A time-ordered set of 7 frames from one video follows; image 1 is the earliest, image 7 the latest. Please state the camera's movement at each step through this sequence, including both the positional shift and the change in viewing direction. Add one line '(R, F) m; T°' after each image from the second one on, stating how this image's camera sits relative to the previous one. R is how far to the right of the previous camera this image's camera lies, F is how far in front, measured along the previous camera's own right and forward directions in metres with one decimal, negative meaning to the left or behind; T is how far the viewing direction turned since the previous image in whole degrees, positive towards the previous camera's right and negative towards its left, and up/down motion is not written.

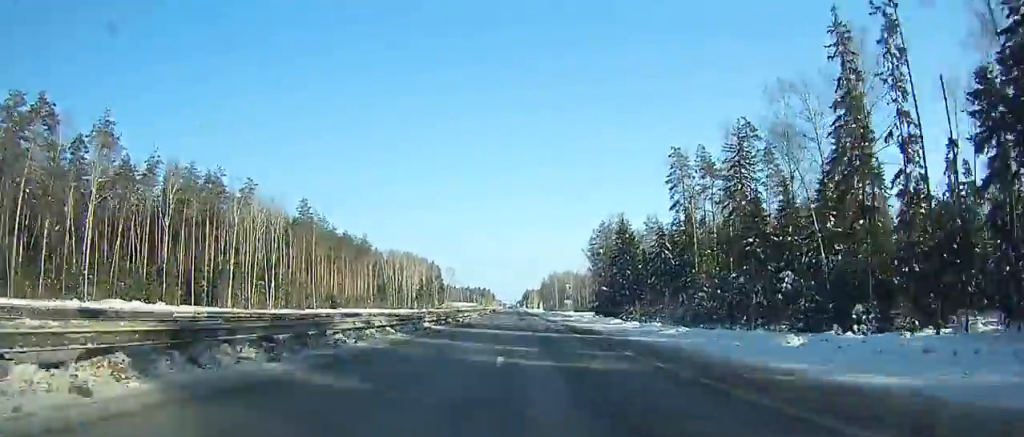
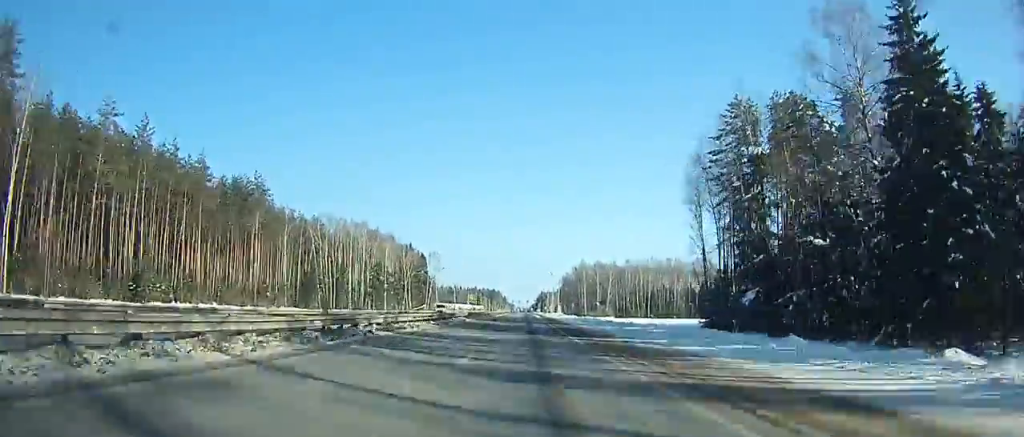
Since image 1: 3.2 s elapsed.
(-0.4, +95.5) m; 0°
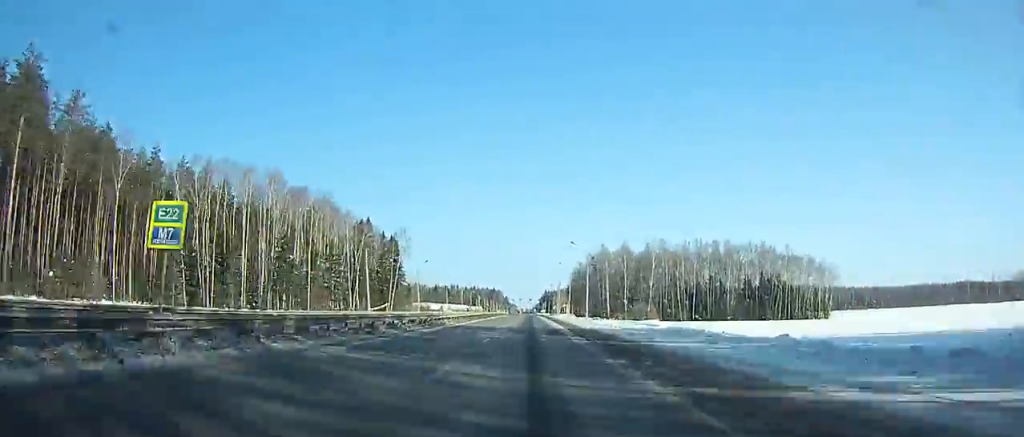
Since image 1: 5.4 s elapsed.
(0.0, +63.3) m; 0°
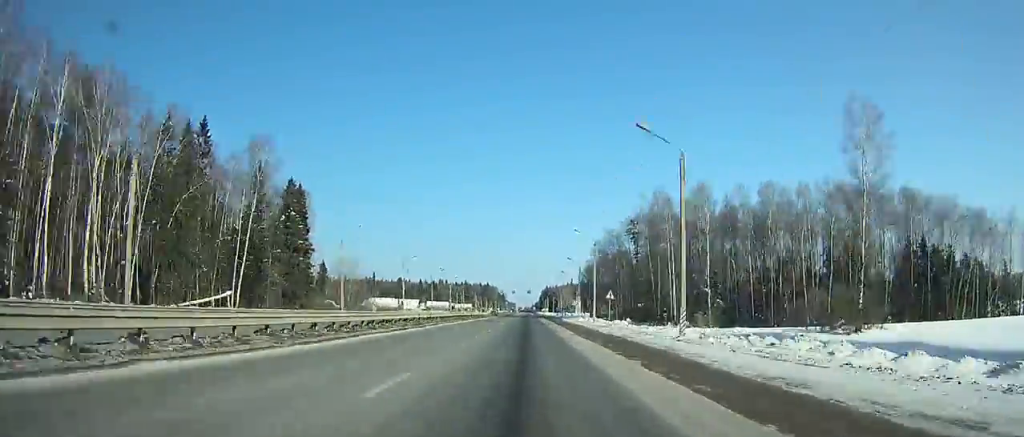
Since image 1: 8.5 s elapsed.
(+0.3, +86.3) m; 0°
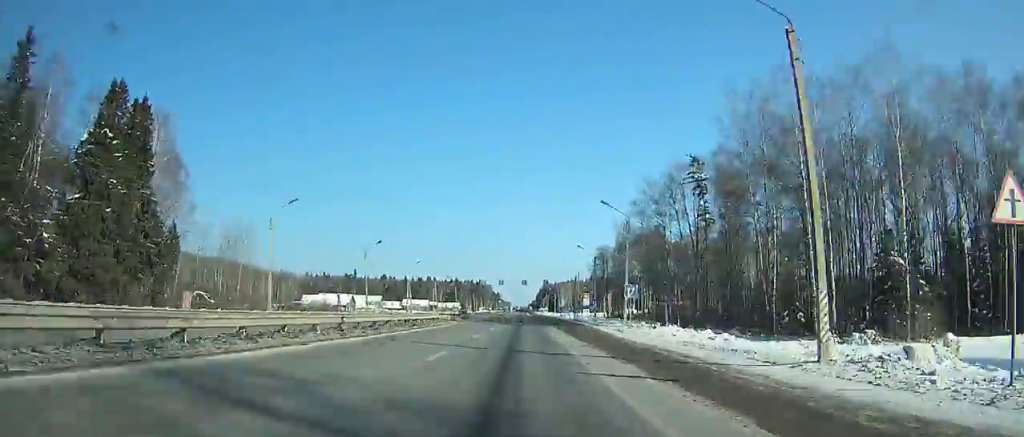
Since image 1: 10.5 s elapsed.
(-0.1, +53.5) m; 0°
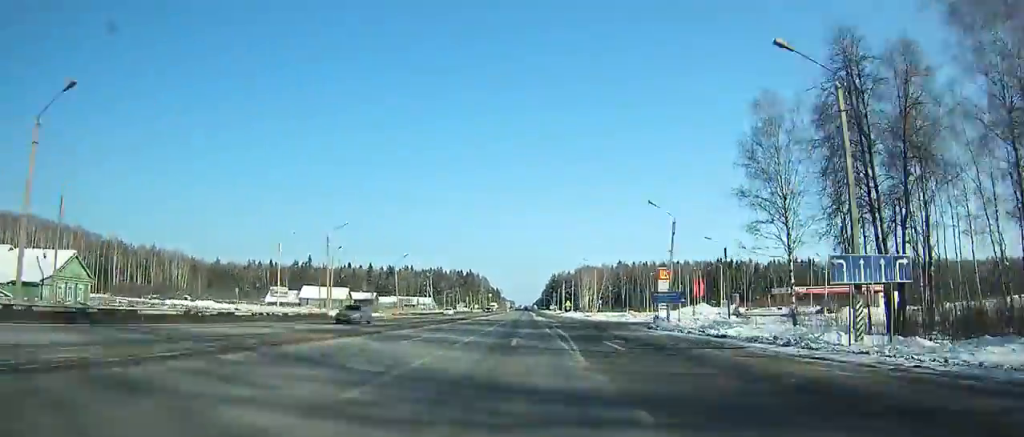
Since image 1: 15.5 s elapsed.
(-0.6, +127.8) m; -1°
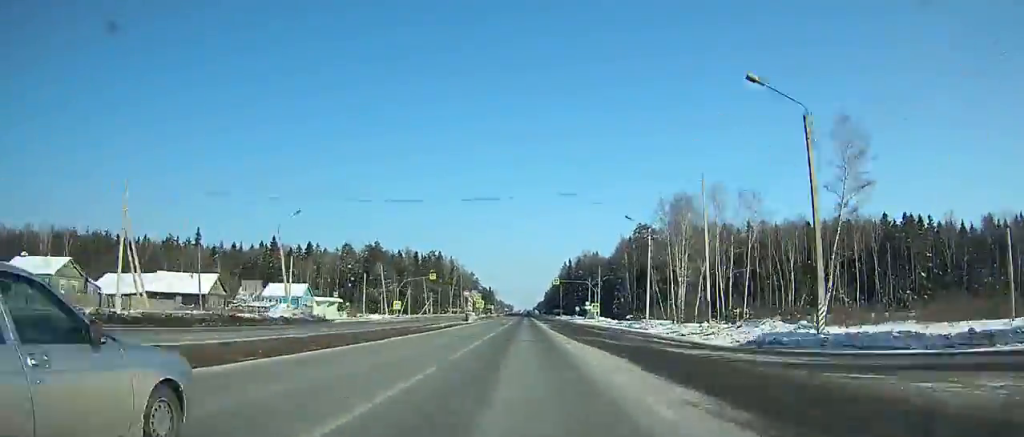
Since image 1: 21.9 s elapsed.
(-1.5, +156.2) m; -1°
